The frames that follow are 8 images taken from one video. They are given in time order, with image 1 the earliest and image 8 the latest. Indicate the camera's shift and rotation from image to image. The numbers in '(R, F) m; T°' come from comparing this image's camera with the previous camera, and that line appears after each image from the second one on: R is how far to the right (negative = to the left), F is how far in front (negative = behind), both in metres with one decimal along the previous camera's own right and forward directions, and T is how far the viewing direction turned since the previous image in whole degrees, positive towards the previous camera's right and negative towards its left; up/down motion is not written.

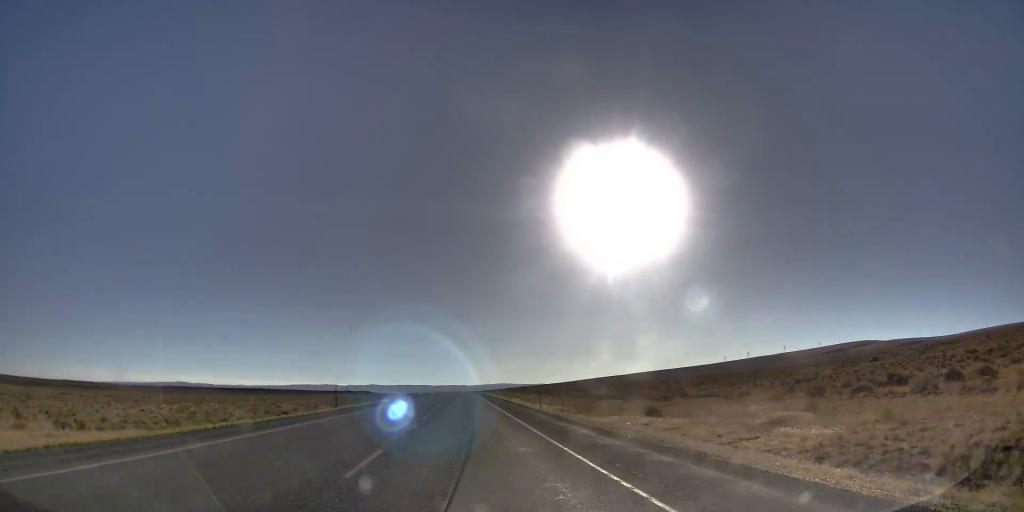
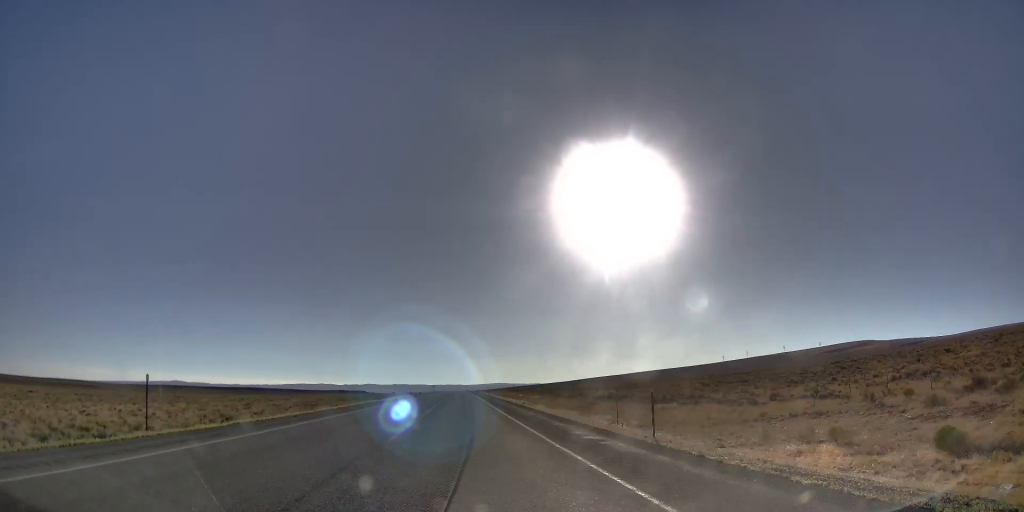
(-0.3, +24.7) m; -1°
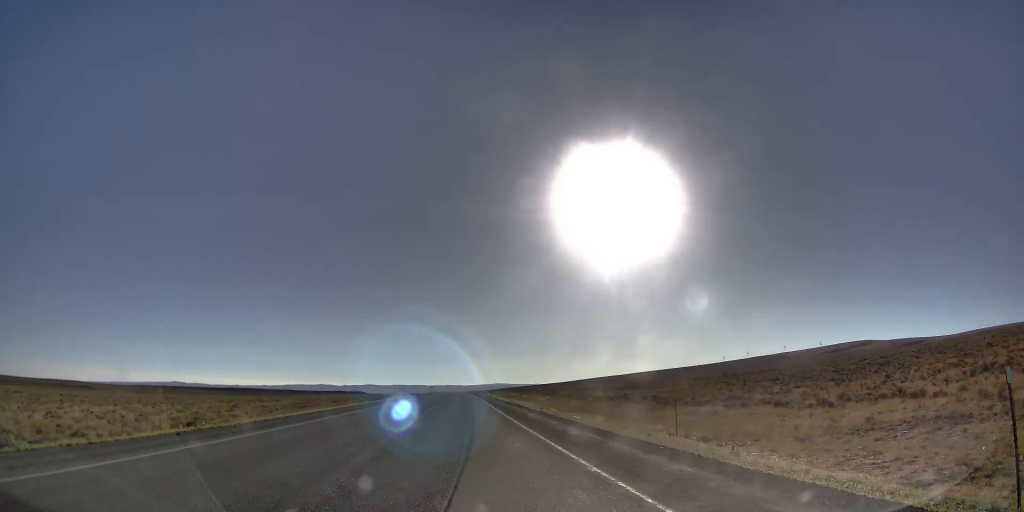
(-0.3, +11.8) m; +1°
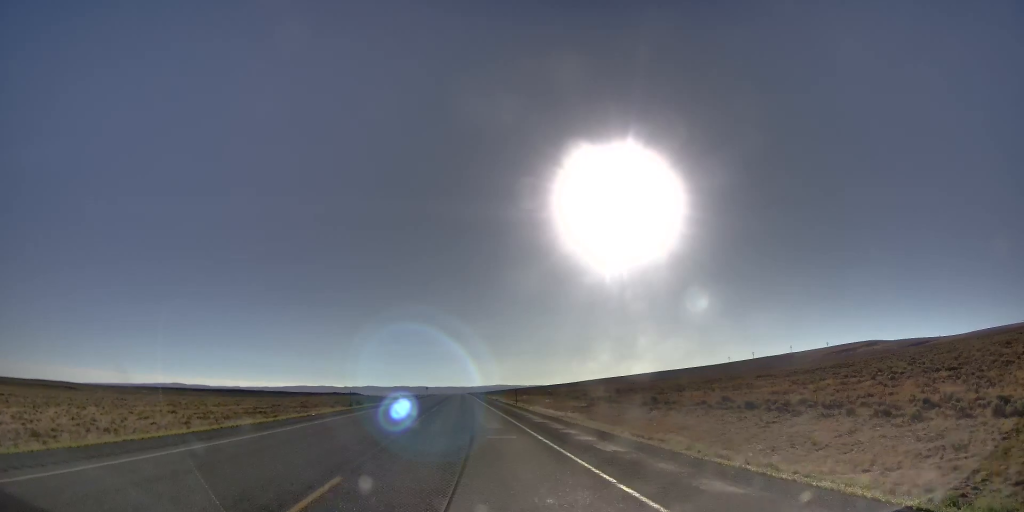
(+1.7, +43.1) m; +1°
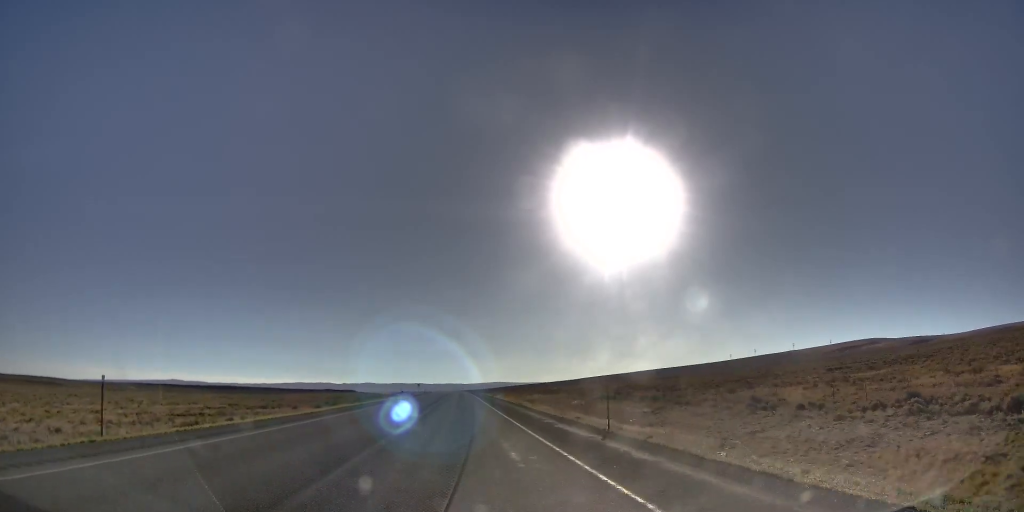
(-1.4, +33.3) m; 0°
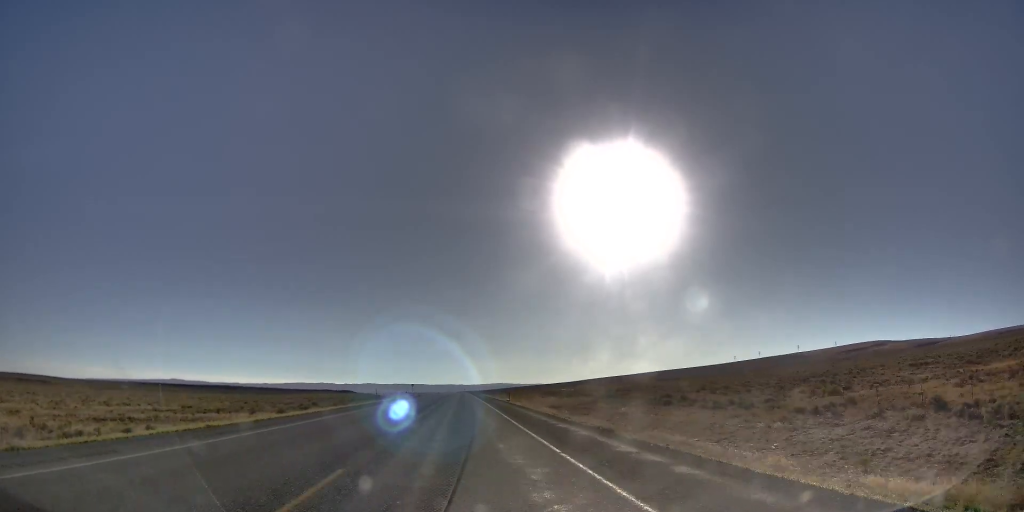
(+1.4, +26.5) m; +1°
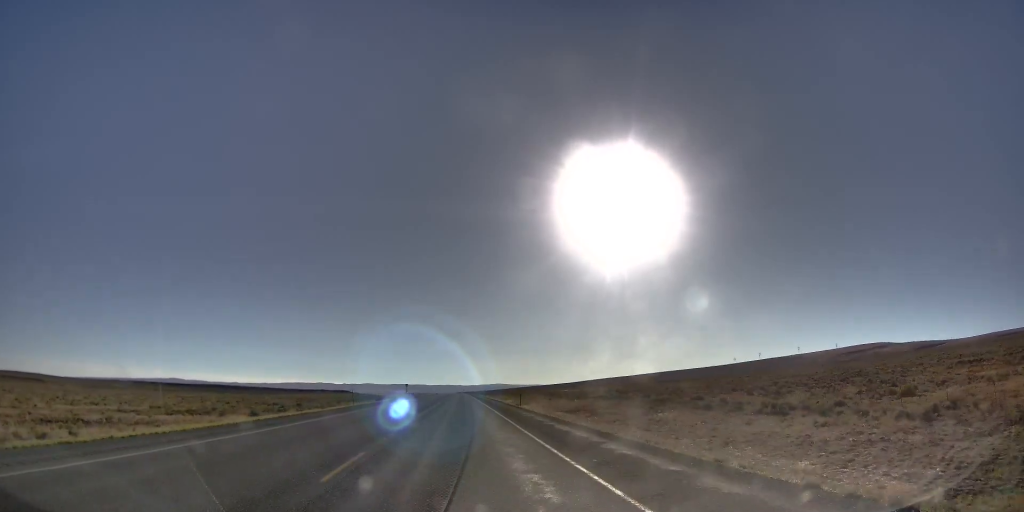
(-0.3, +12.8) m; -2°
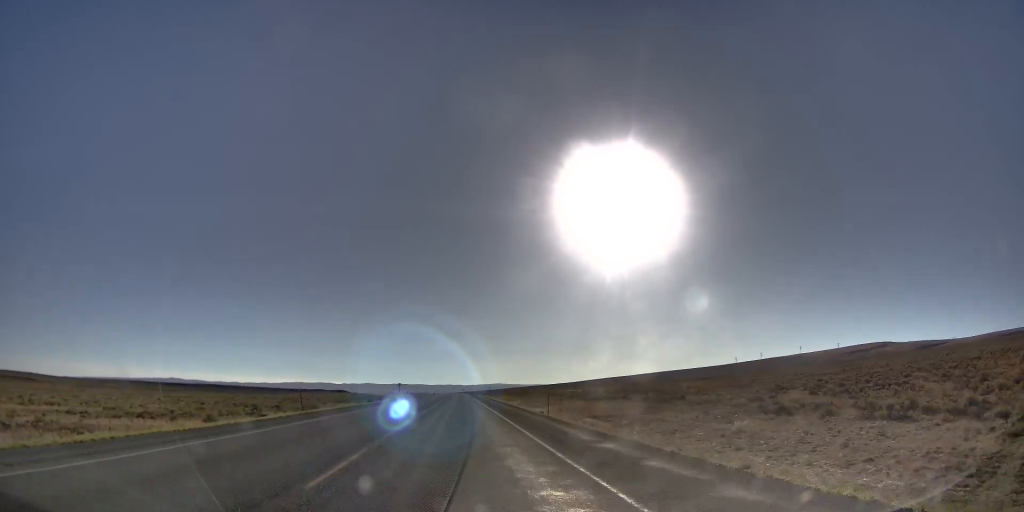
(+0.1, +15.8) m; -2°
